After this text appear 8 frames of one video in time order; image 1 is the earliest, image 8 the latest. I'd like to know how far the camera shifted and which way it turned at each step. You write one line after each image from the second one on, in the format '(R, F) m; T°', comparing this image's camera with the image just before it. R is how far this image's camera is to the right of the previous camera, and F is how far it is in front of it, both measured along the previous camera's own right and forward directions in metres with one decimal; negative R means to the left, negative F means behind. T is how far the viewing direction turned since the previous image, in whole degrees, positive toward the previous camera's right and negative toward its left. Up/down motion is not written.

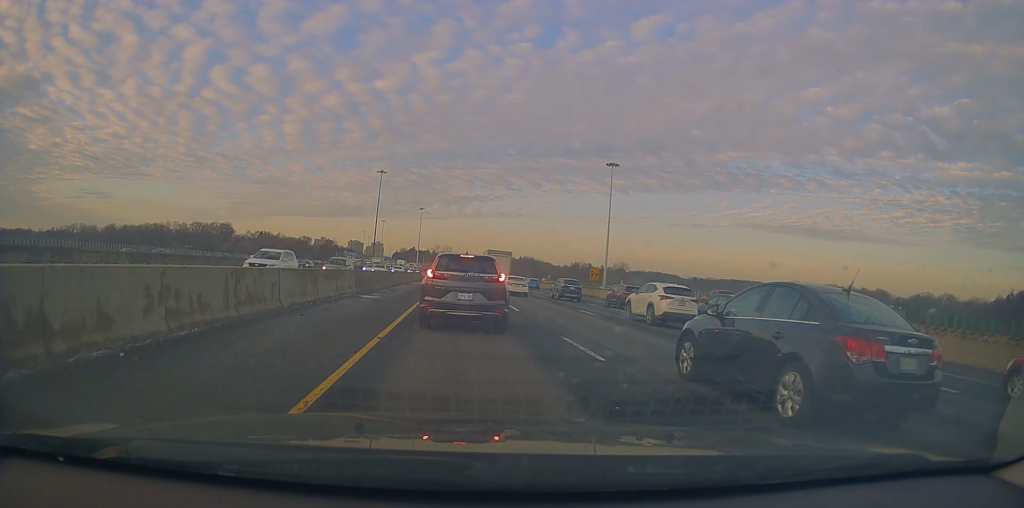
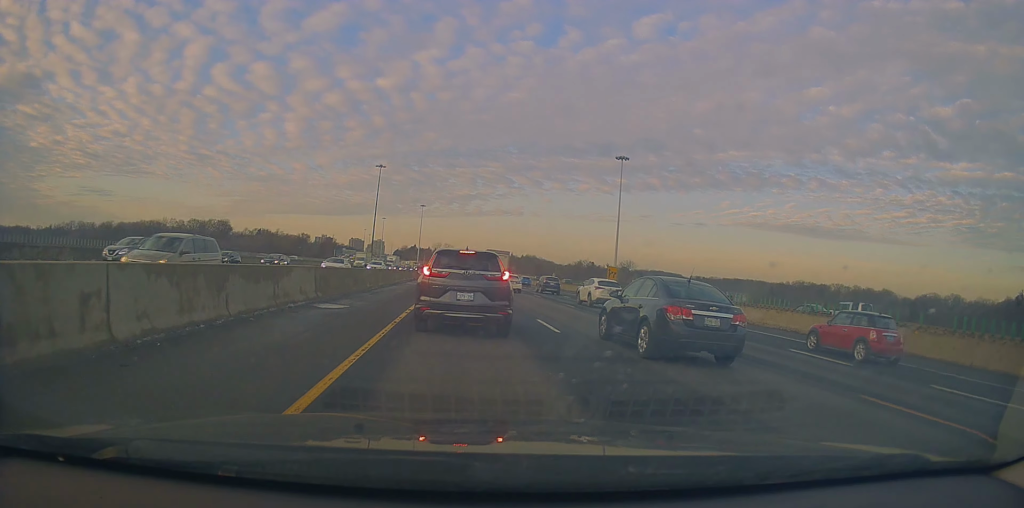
(0.0, +7.6) m; -1°
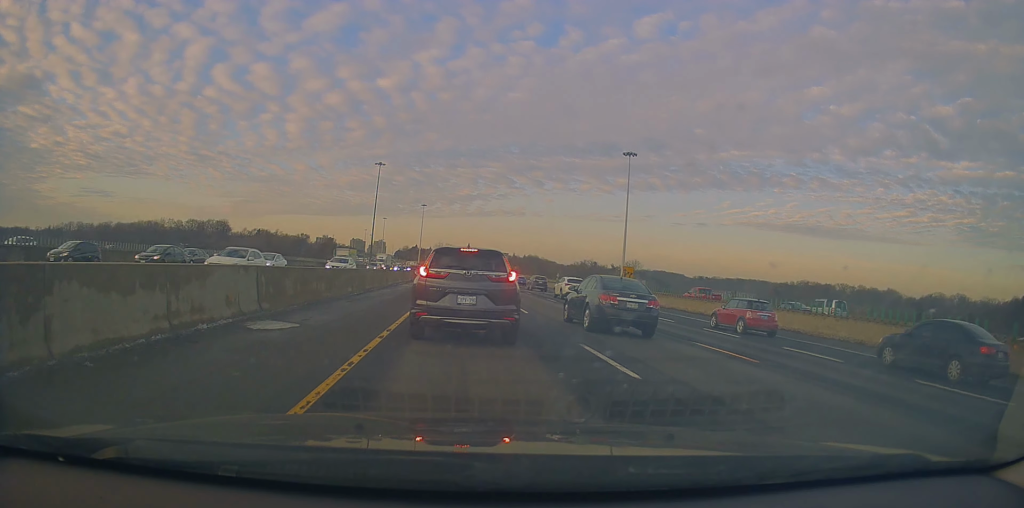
(-0.1, +5.9) m; -1°
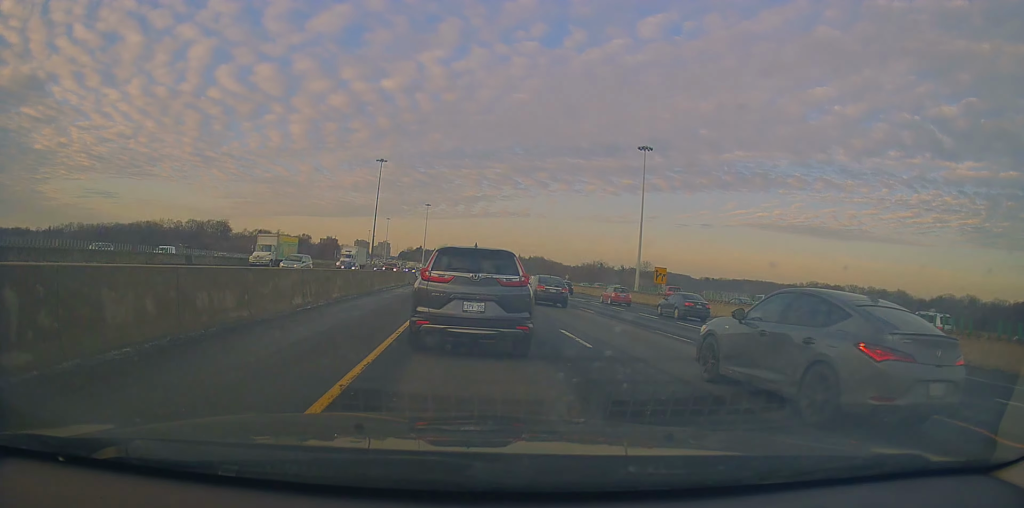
(+0.1, +10.2) m; +3°
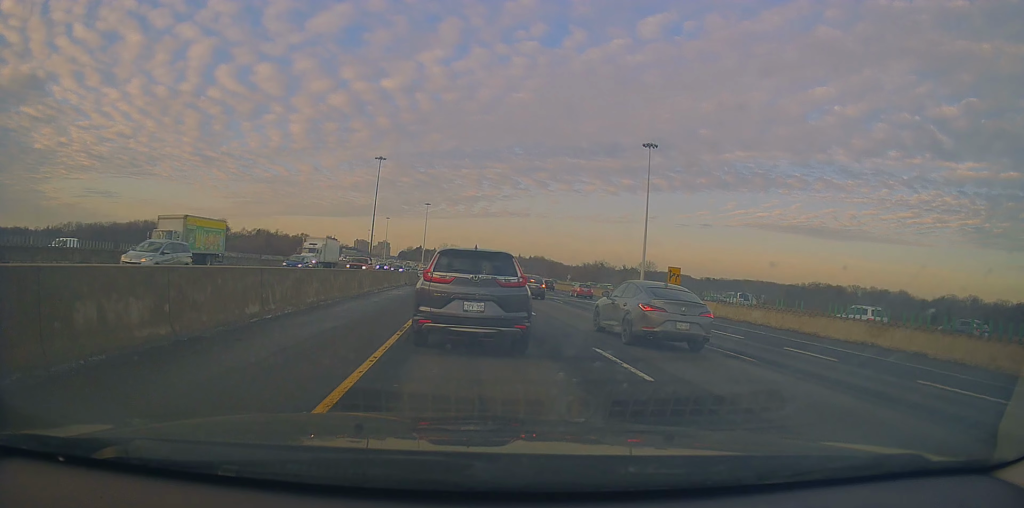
(0.0, +3.7) m; +2°
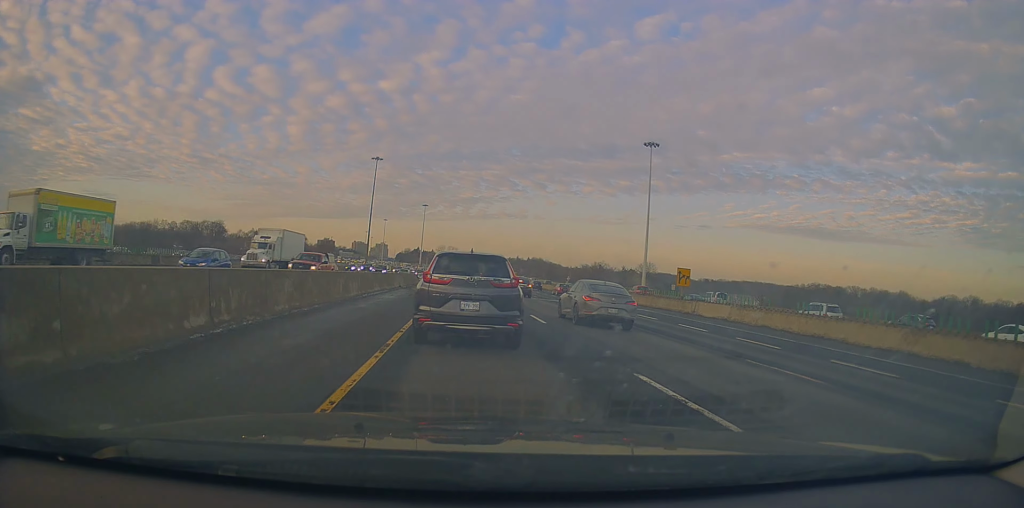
(0.0, +2.6) m; -2°
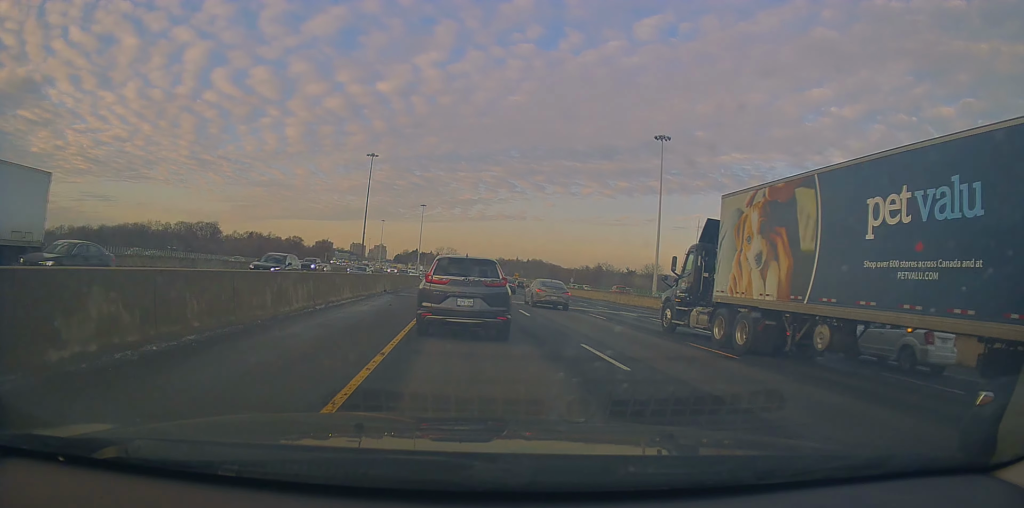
(-0.7, +6.8) m; -5°
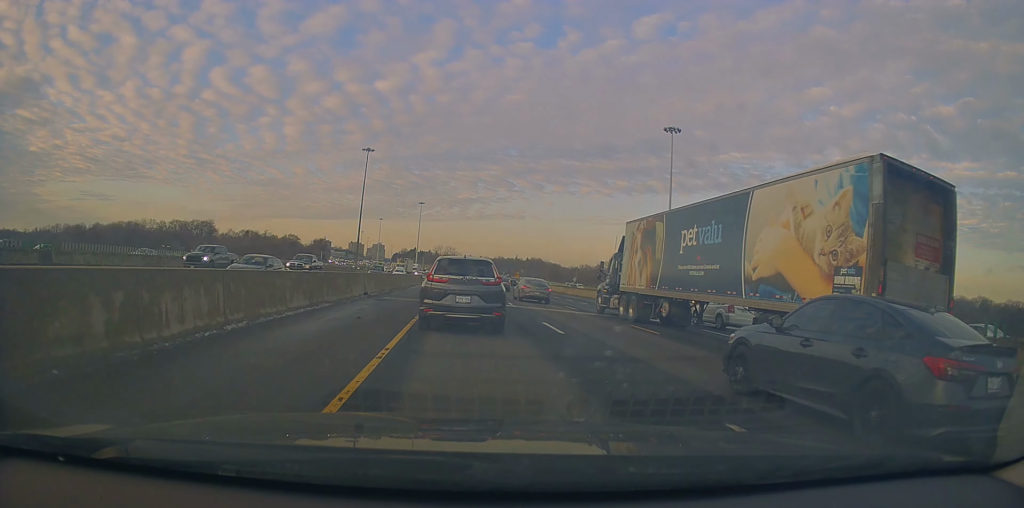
(+0.3, +5.8) m; +2°
